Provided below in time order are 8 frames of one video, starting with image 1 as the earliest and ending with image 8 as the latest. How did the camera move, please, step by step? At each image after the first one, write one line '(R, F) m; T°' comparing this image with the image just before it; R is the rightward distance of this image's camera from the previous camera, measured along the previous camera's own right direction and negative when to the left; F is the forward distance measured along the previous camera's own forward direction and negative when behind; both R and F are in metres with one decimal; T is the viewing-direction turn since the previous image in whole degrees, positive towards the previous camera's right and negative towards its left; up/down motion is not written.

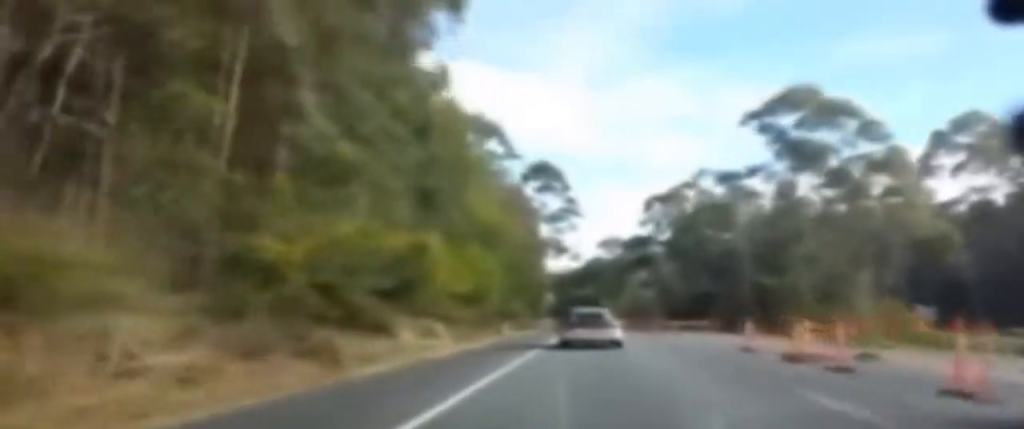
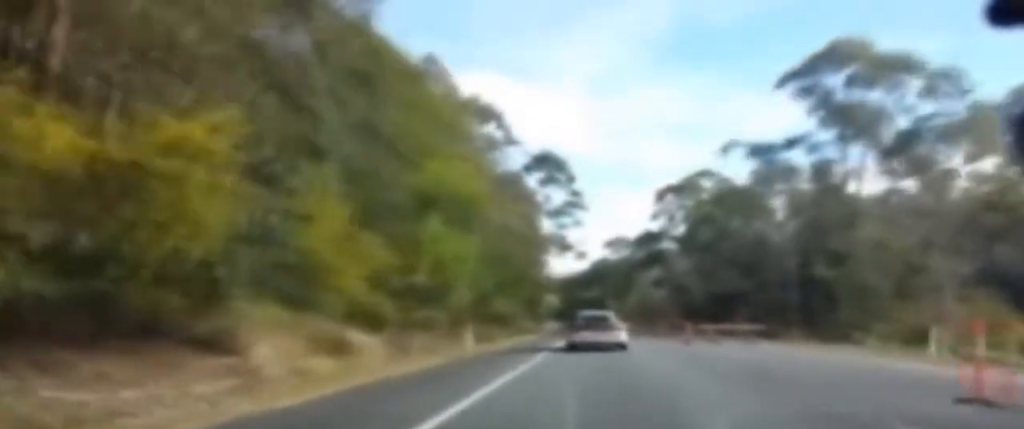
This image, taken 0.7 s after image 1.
(+0.7, +15.3) m; 0°
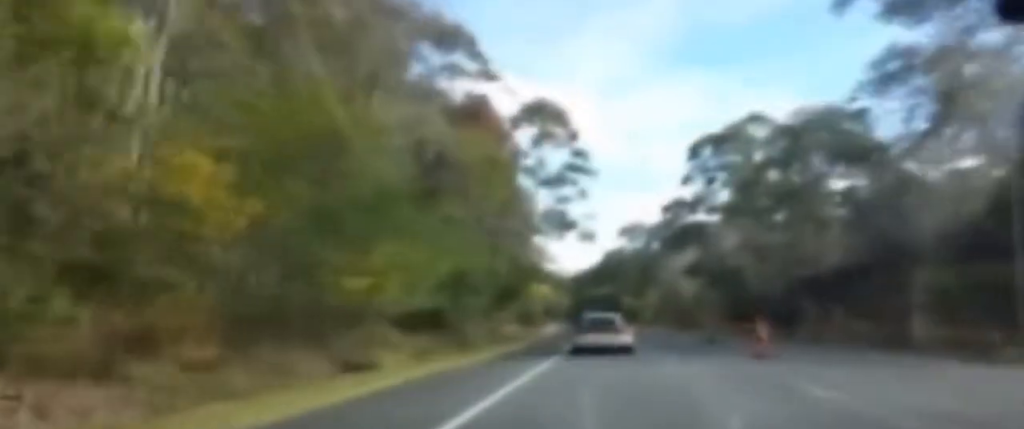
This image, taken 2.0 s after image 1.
(-1.0, +29.0) m; -2°
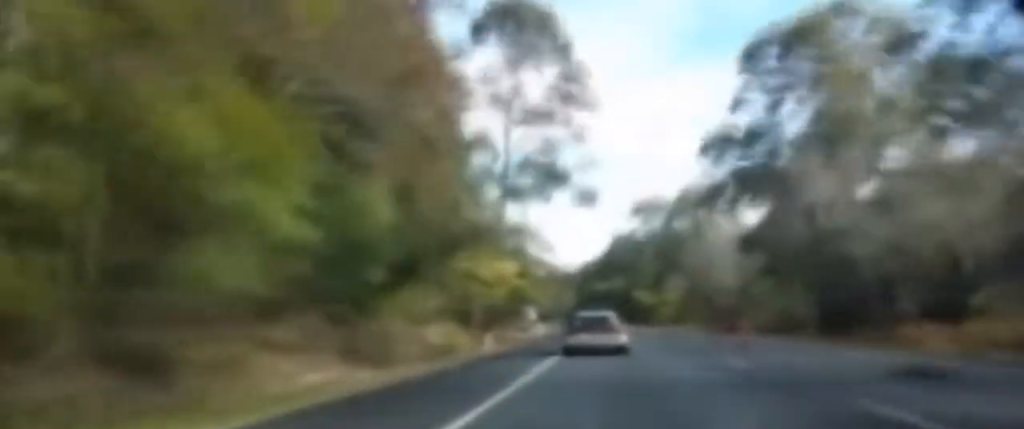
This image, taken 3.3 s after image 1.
(+0.5, +26.7) m; 0°
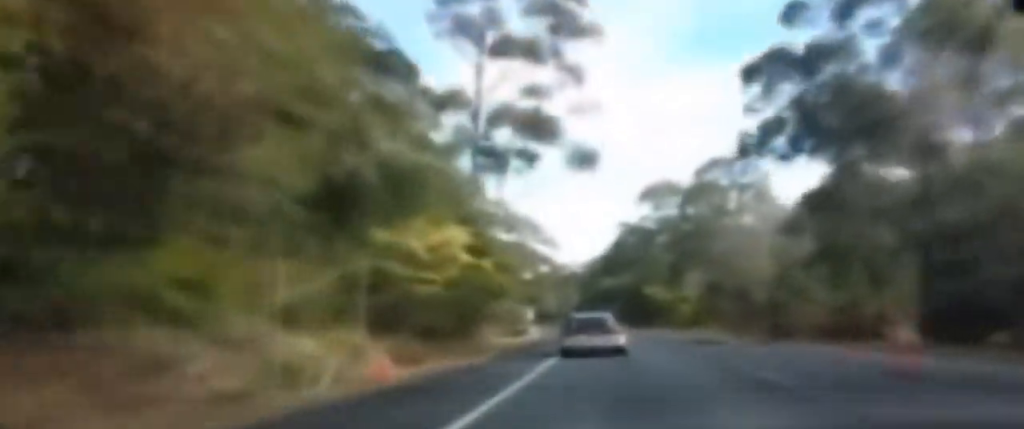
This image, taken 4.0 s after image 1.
(-0.5, +15.9) m; -1°
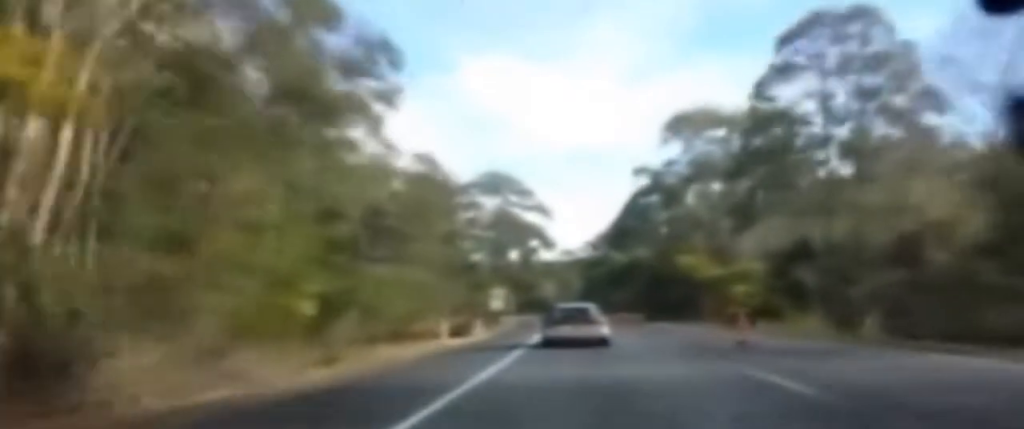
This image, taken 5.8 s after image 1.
(-0.5, +38.7) m; -3°
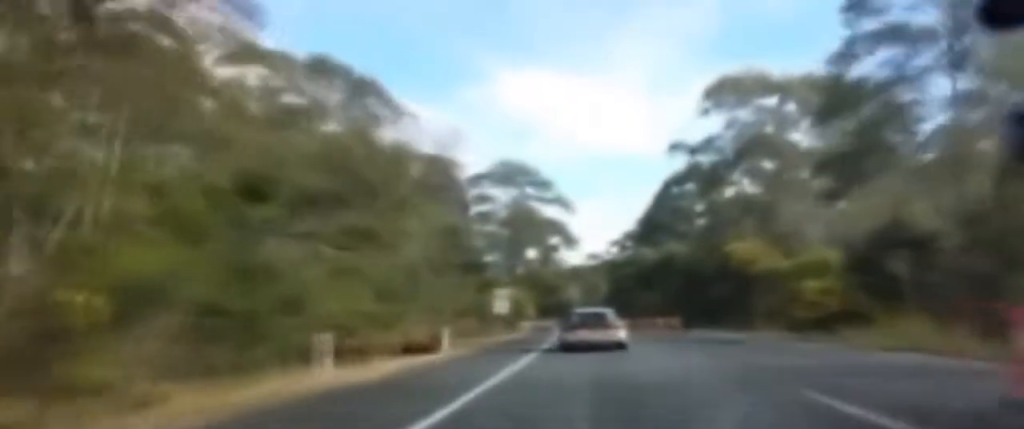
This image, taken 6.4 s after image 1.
(-0.1, +14.8) m; 0°
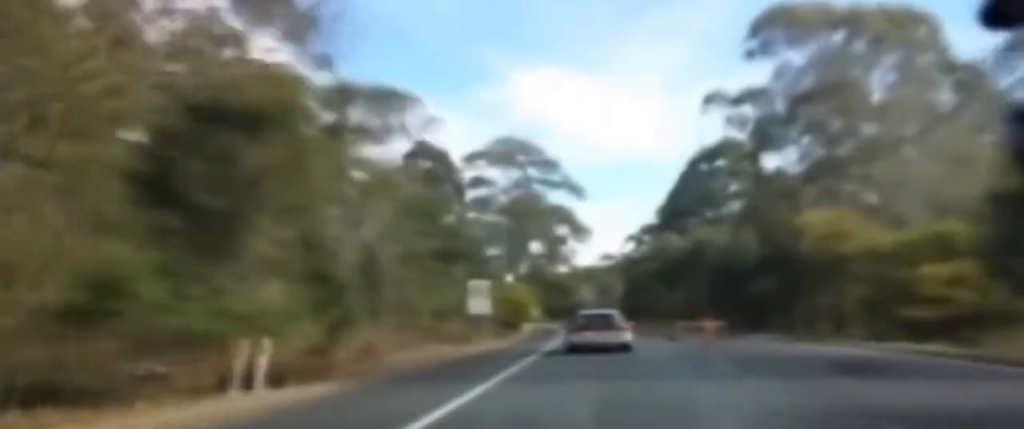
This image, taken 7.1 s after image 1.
(0.0, +14.8) m; 0°
